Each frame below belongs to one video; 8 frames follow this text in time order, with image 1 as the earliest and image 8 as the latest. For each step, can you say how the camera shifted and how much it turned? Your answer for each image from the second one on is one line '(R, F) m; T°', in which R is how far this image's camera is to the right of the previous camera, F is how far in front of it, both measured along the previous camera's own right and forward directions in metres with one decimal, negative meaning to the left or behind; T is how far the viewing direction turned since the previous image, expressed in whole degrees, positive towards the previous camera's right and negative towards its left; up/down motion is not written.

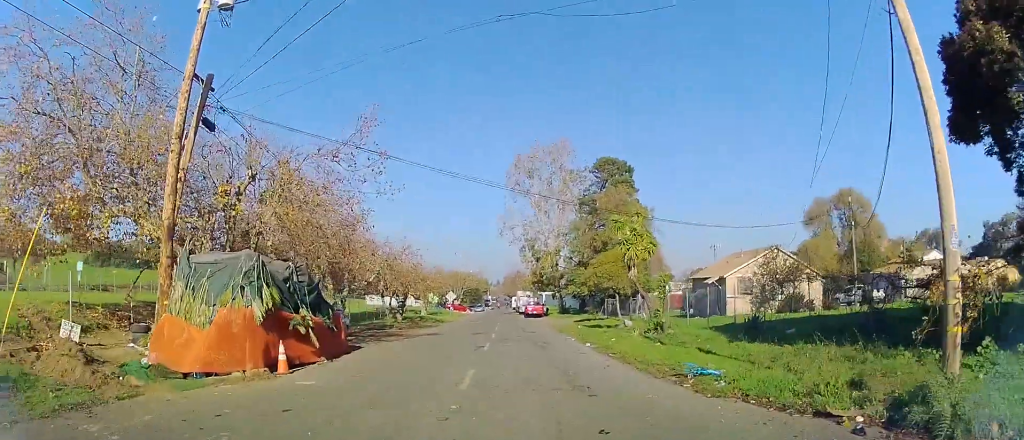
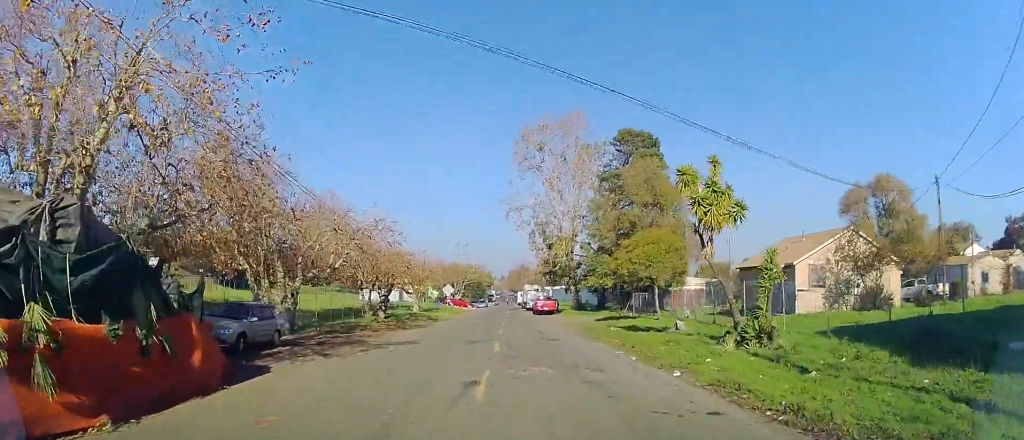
(-0.3, +9.1) m; -1°
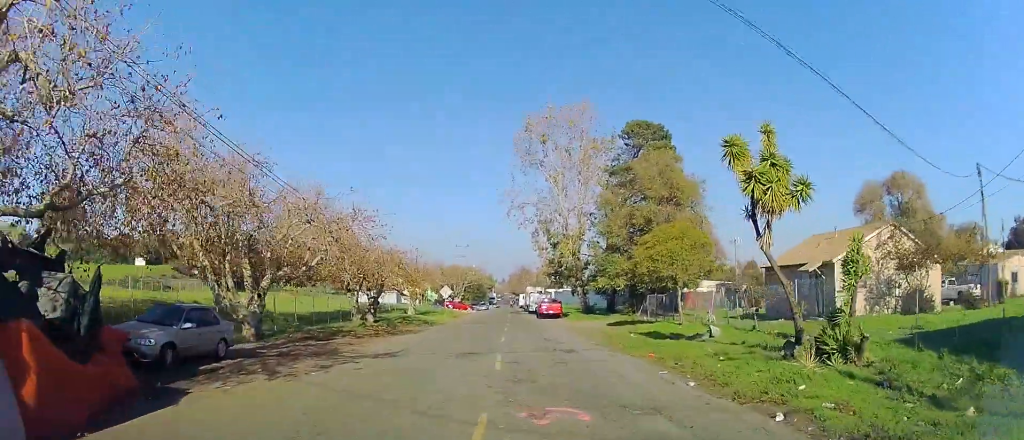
(+0.1, +3.9) m; +1°
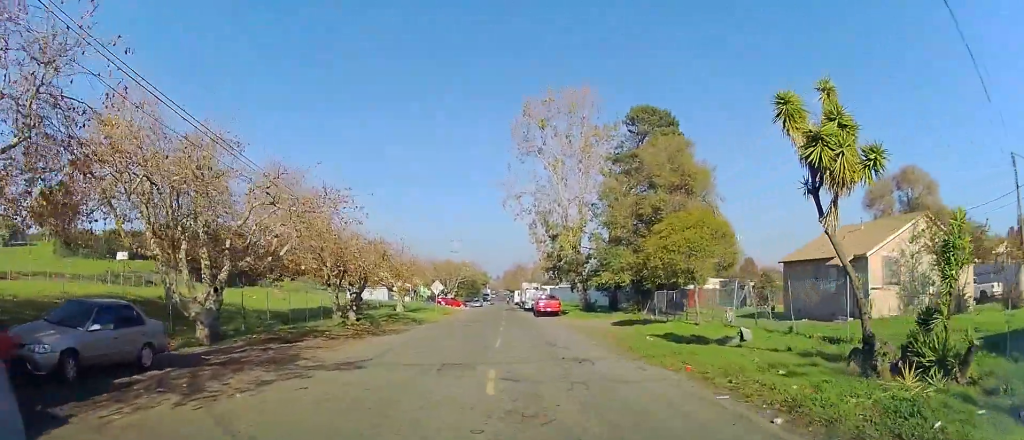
(0.0, +3.3) m; +1°
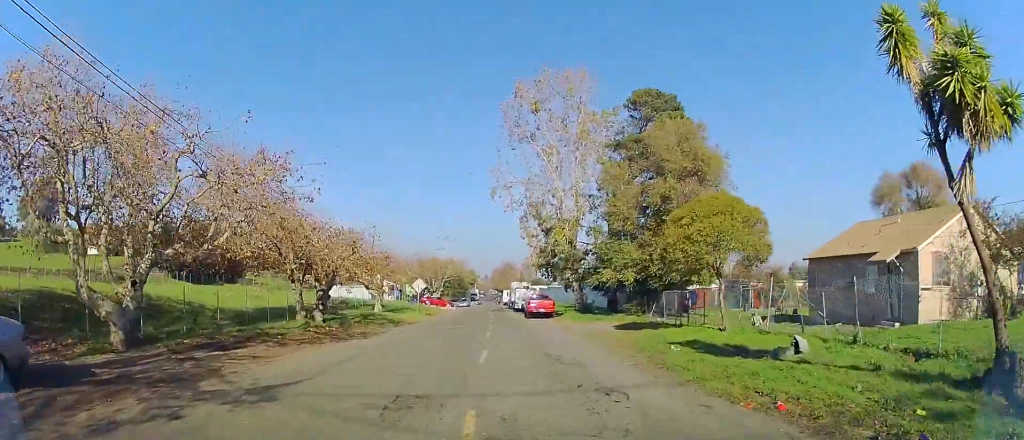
(0.0, +4.2) m; 0°
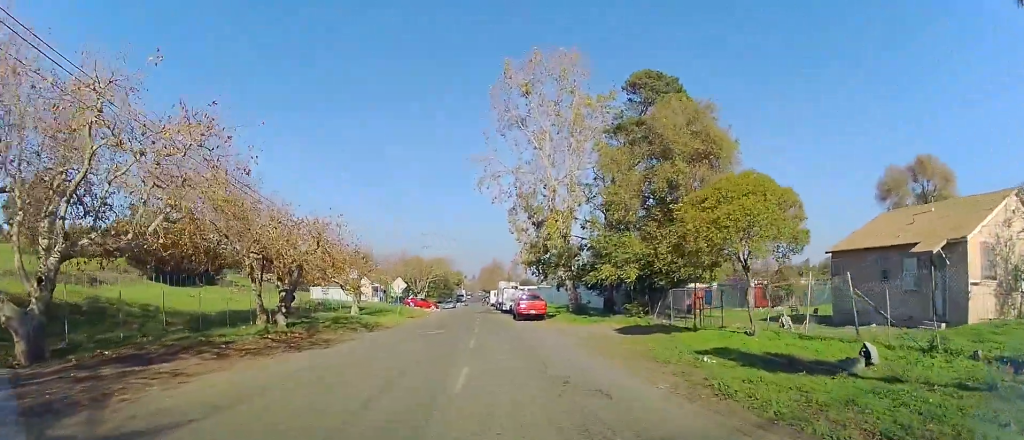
(0.0, +3.3) m; -1°
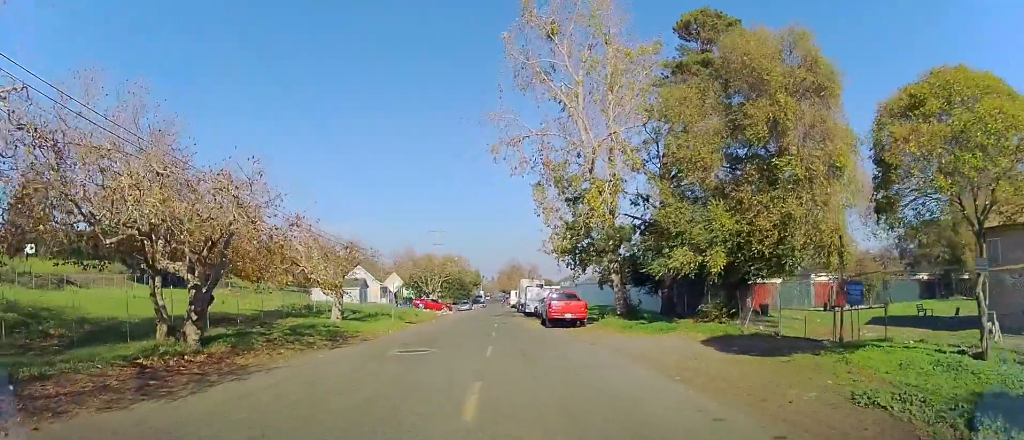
(-0.3, +8.6) m; -1°
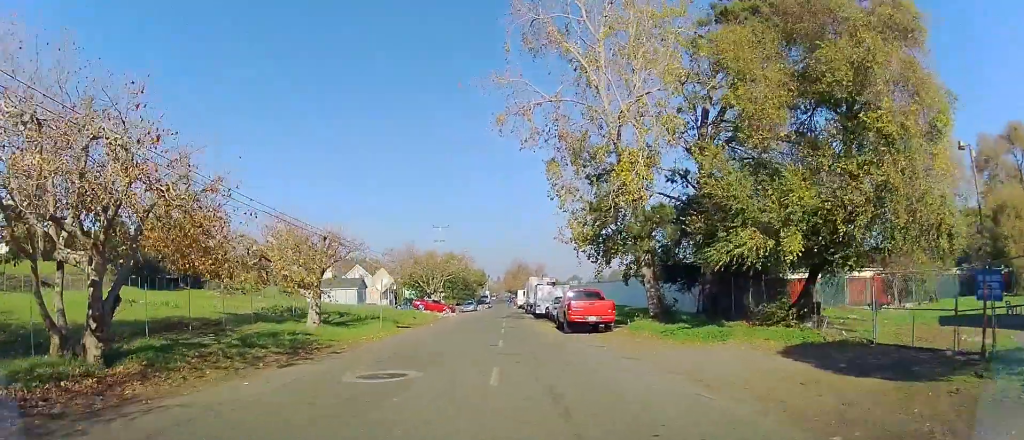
(+0.1, +4.7) m; +2°
